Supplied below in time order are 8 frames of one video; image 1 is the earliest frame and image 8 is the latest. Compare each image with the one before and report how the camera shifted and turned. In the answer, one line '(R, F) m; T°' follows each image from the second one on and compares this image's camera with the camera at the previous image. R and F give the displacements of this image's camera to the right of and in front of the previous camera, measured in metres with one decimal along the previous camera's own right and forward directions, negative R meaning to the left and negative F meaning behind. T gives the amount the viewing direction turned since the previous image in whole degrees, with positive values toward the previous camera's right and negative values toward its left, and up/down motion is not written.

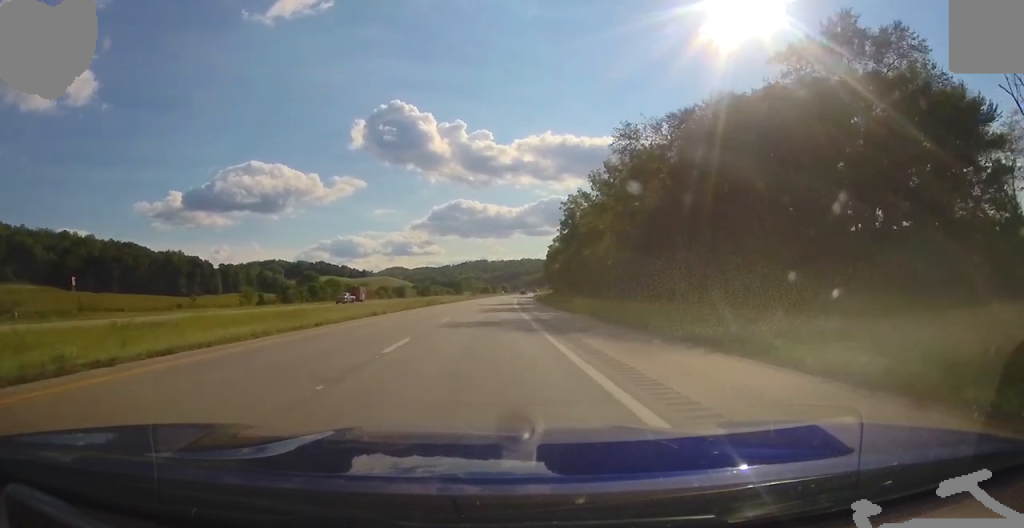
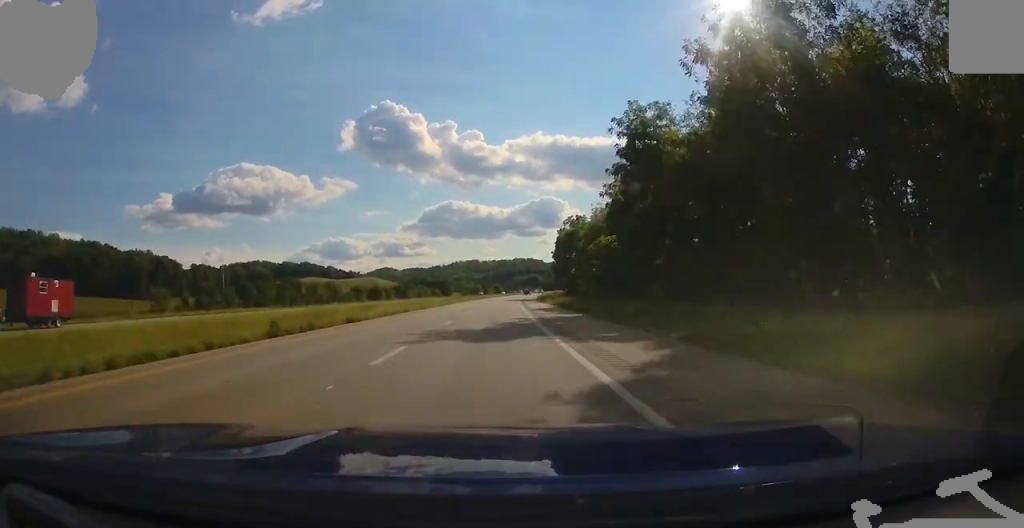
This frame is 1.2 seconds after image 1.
(+0.7, +38.6) m; +2°
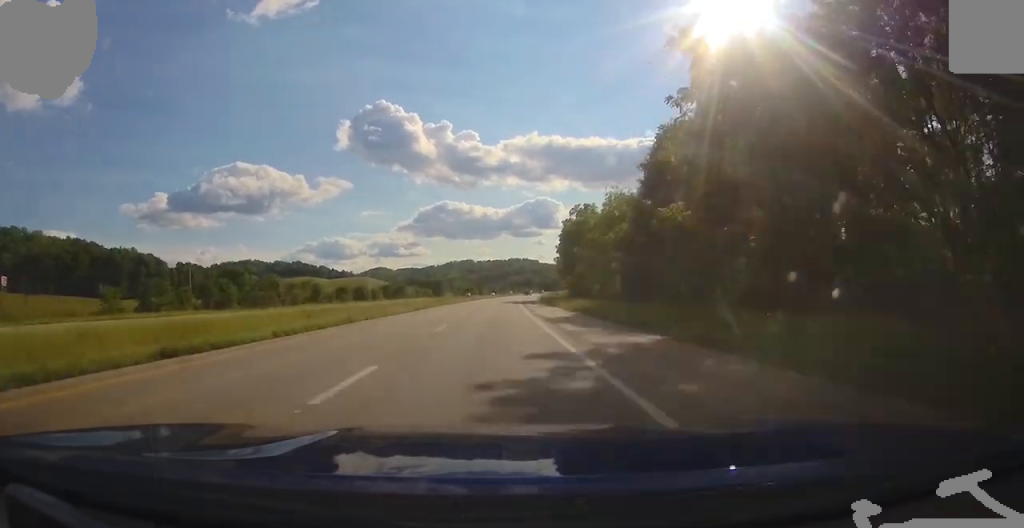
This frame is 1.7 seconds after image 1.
(+0.2, +15.6) m; +1°
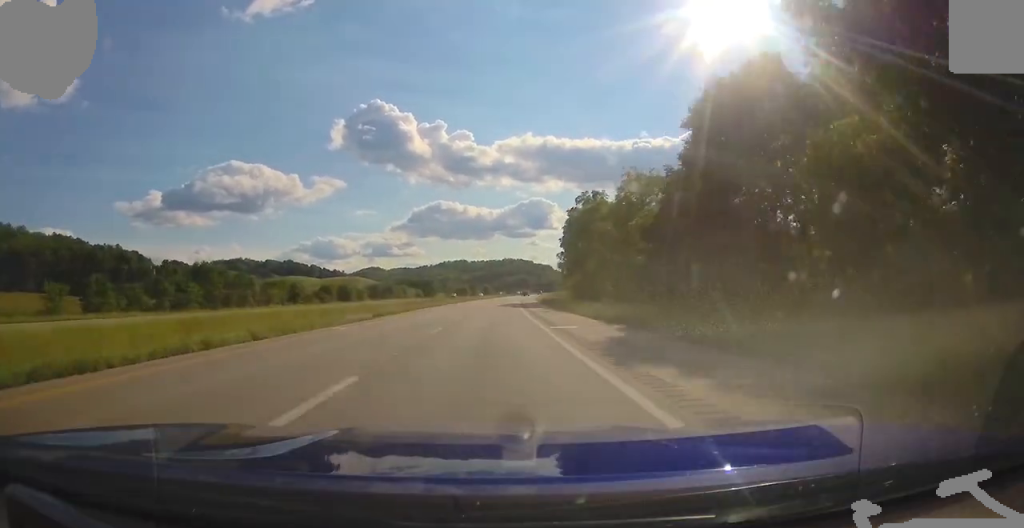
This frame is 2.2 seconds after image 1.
(+0.1, +13.5) m; 0°
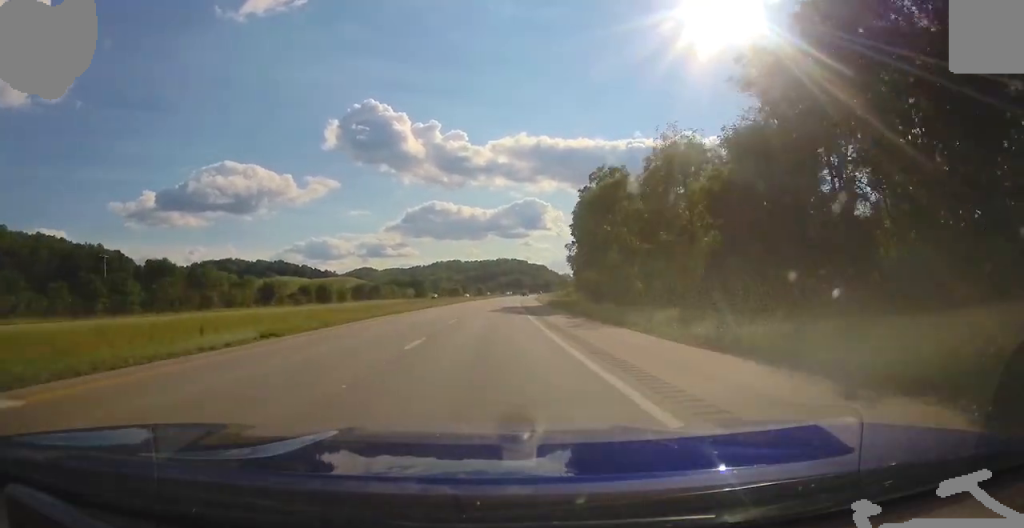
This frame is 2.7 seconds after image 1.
(0.0, +16.5) m; 0°
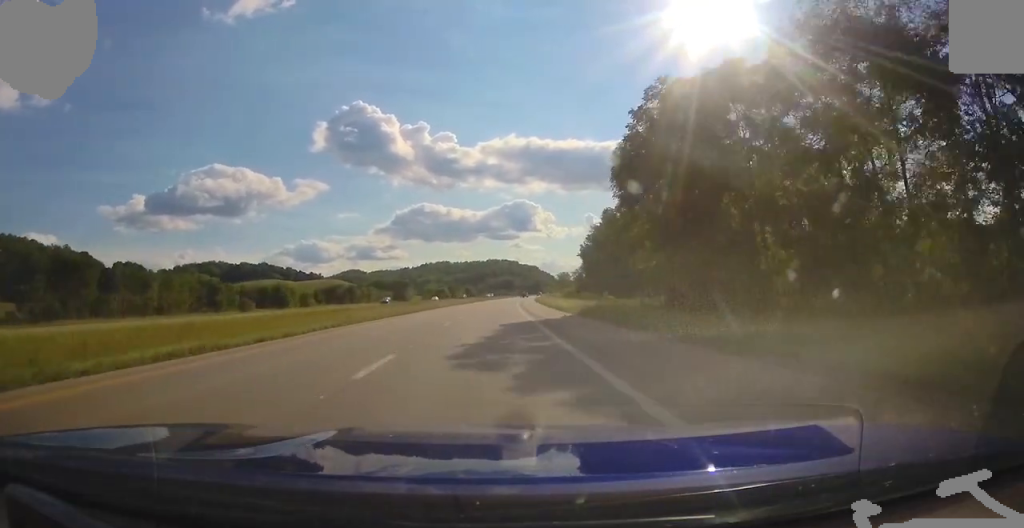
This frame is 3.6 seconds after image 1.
(0.0, +28.9) m; 0°
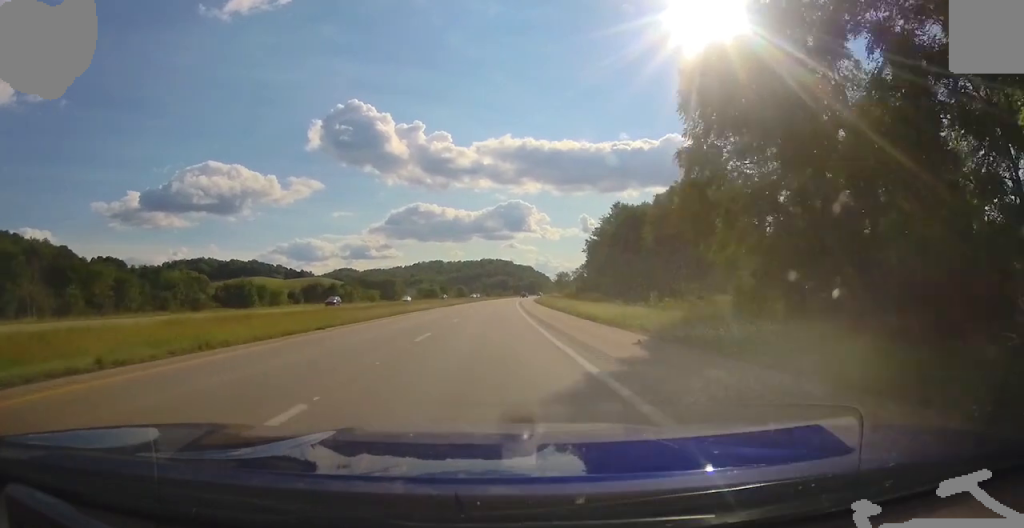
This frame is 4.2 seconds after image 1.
(0.0, +17.6) m; 0°
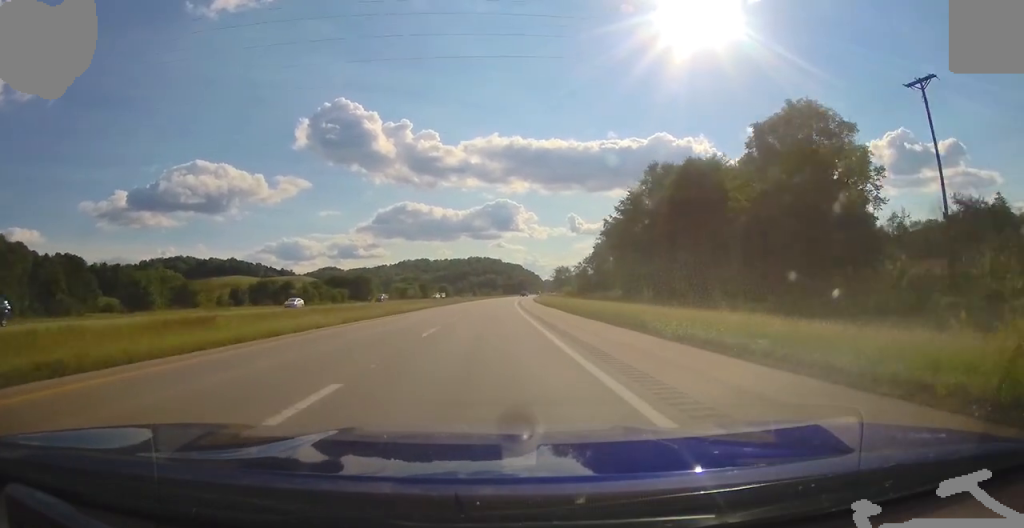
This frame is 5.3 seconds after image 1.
(0.0, +35.2) m; +1°
